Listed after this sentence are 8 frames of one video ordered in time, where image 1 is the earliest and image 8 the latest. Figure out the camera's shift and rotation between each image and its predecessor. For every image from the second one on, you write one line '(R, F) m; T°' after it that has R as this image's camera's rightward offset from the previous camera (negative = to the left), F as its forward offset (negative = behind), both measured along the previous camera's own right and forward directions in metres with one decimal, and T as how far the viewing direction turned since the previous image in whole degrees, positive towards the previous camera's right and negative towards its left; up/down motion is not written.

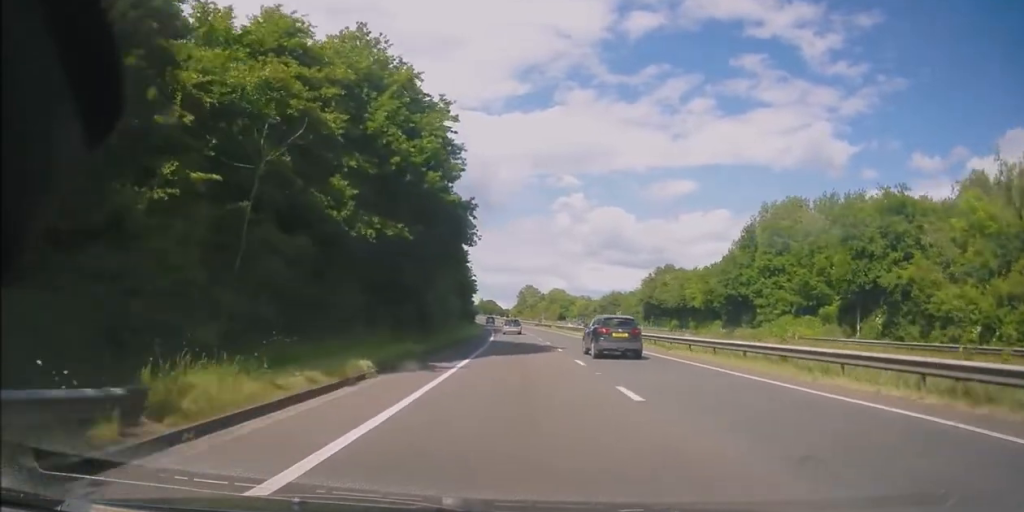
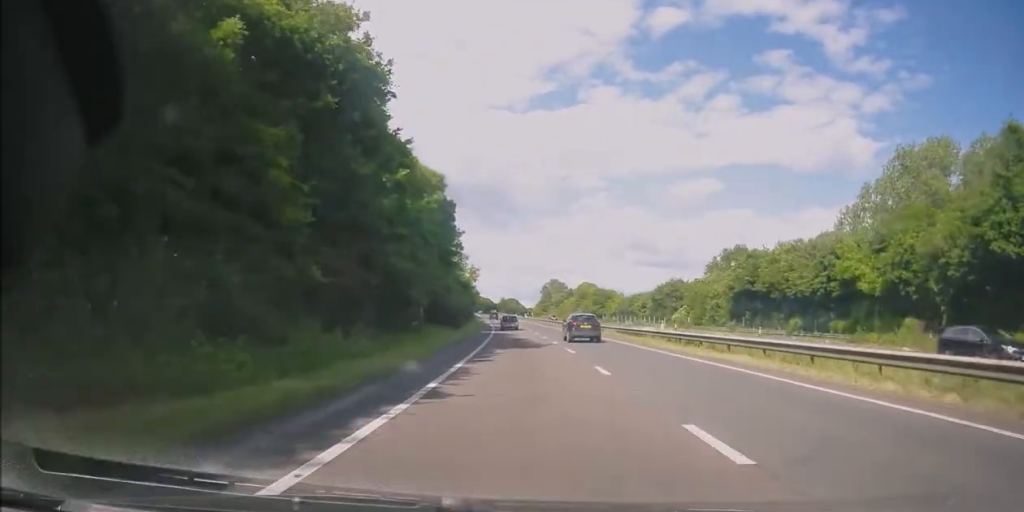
(-1.1, +39.6) m; -3°
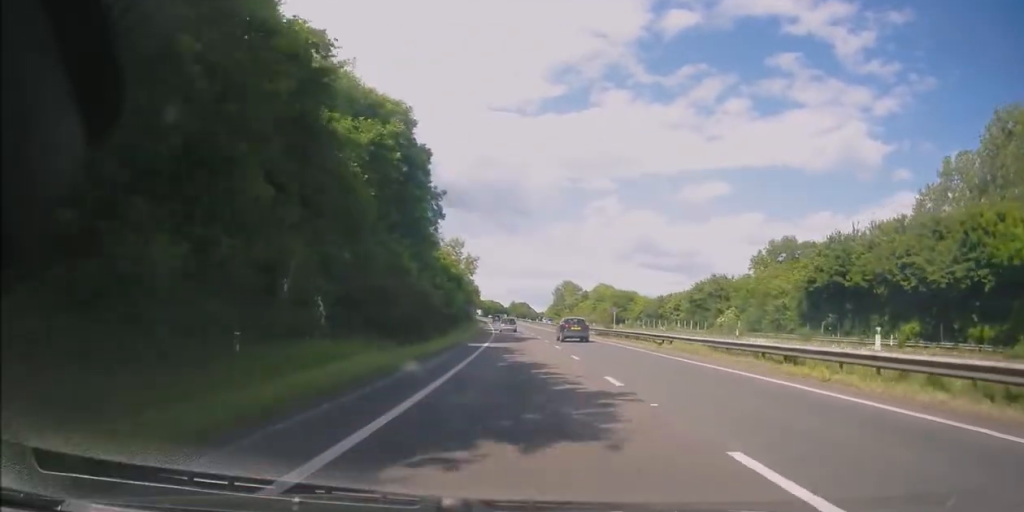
(-0.1, +19.1) m; -1°
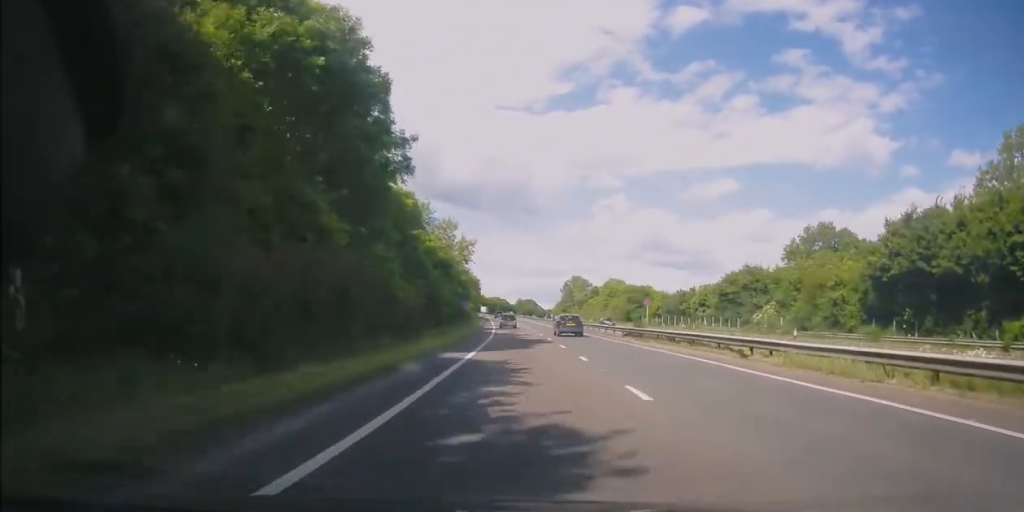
(+0.1, +11.6) m; 0°
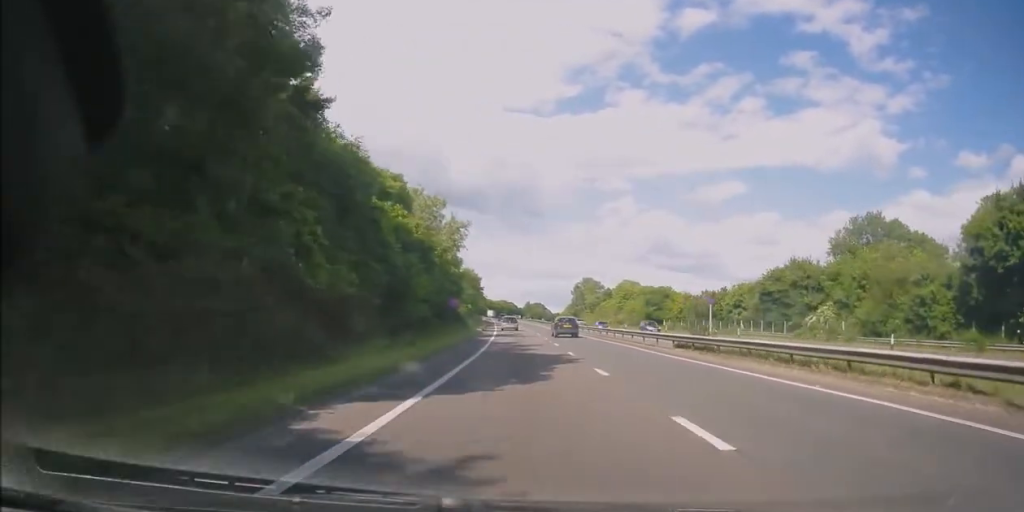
(-0.1, +12.4) m; -1°
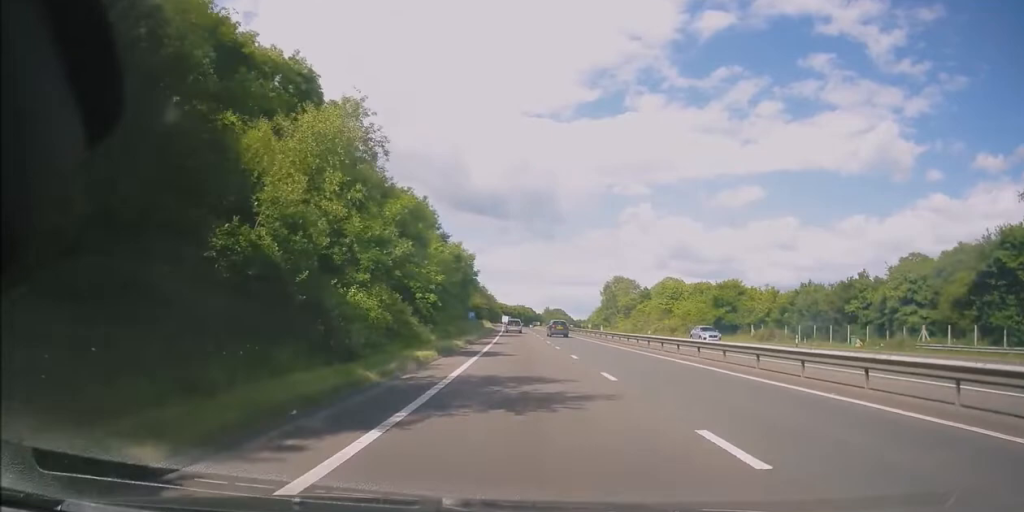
(-0.9, +35.6) m; -2°
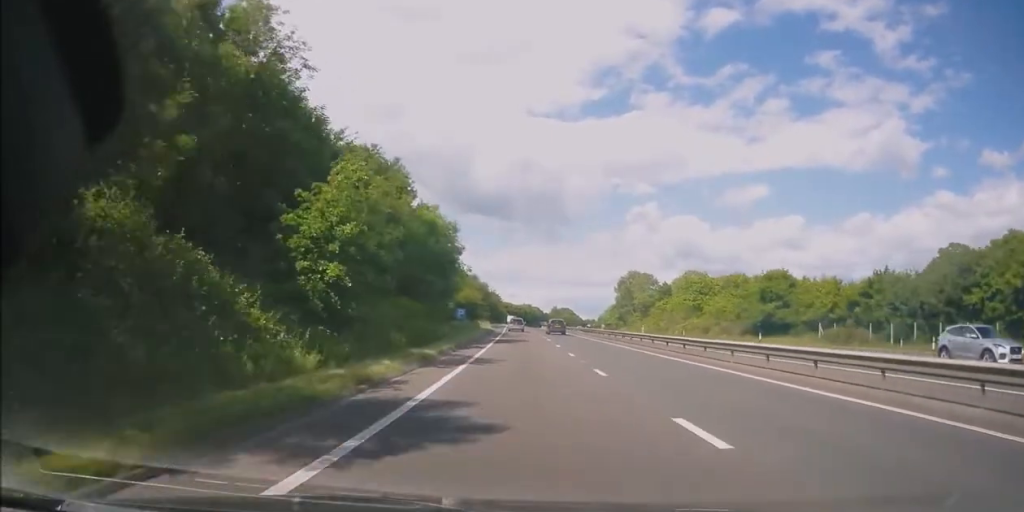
(+0.2, +16.5) m; 0°
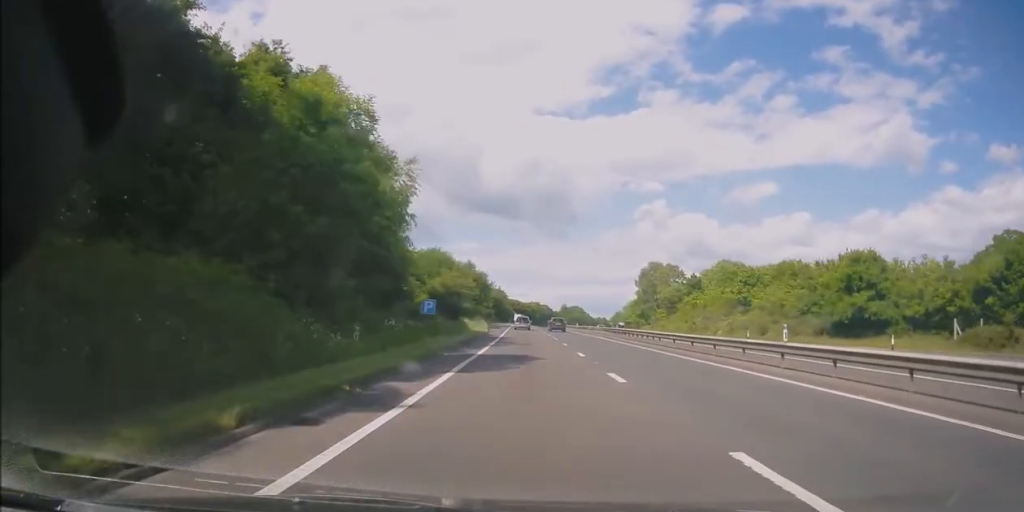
(0.0, +20.0) m; -1°
